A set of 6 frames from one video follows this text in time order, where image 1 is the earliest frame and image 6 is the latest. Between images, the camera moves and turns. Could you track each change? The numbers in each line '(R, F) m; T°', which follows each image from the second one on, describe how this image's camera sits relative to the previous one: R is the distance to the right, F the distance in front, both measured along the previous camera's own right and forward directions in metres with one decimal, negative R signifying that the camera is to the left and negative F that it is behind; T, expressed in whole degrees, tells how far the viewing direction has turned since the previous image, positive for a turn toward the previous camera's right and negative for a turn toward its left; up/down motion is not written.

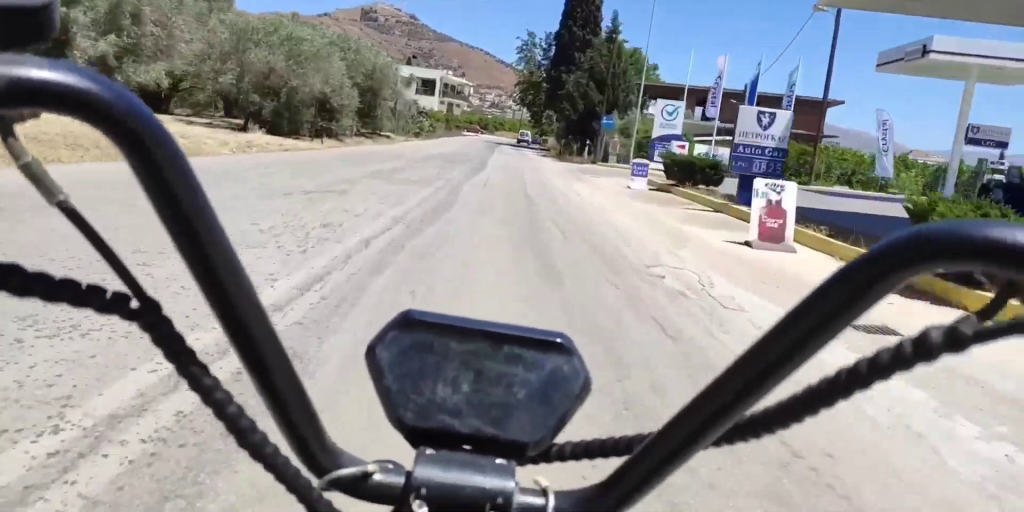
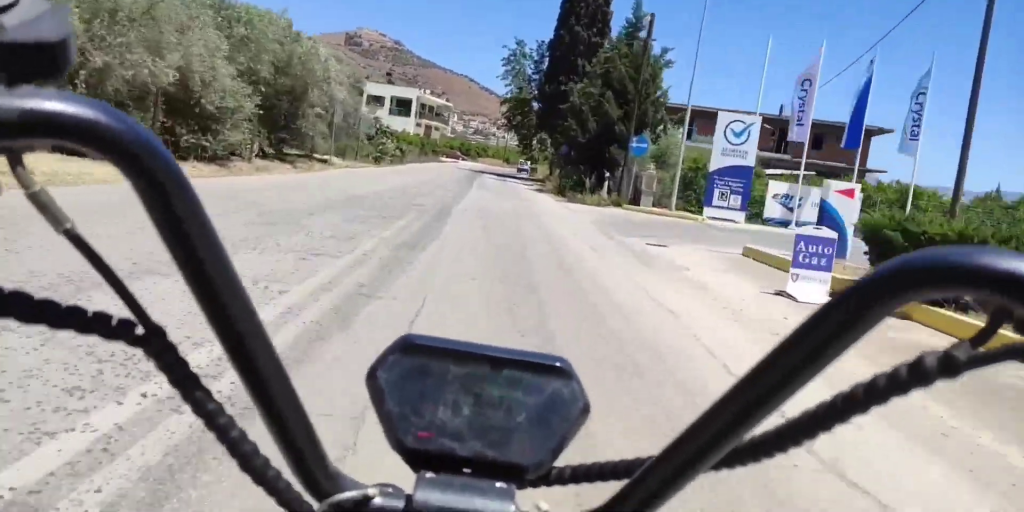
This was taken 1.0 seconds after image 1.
(+0.3, +12.8) m; +1°
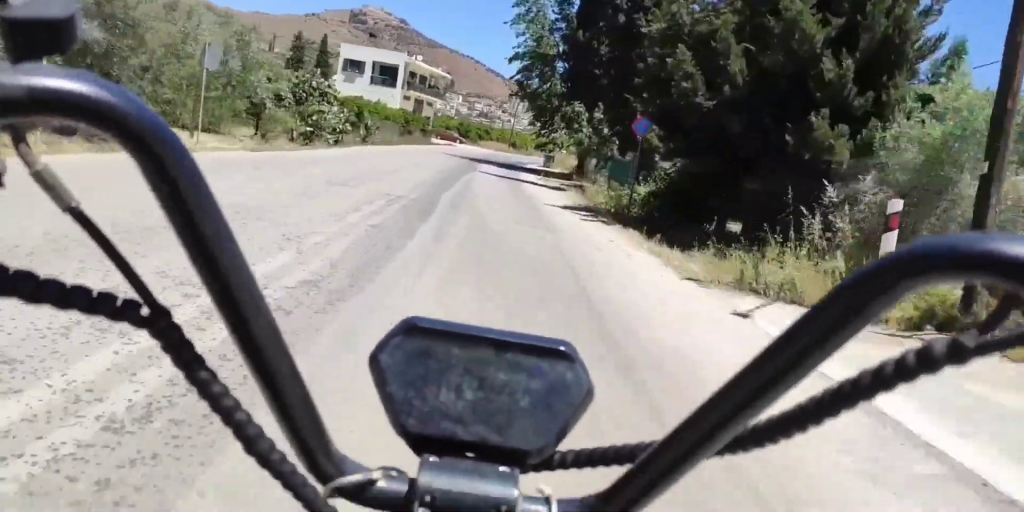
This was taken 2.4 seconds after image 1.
(+0.3, +19.6) m; +1°
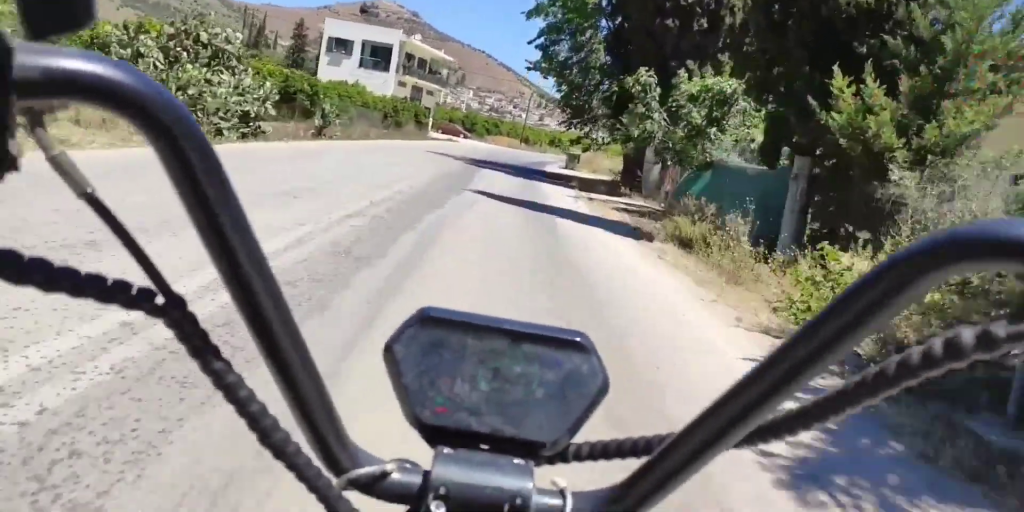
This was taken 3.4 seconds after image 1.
(-0.1, +14.3) m; -1°
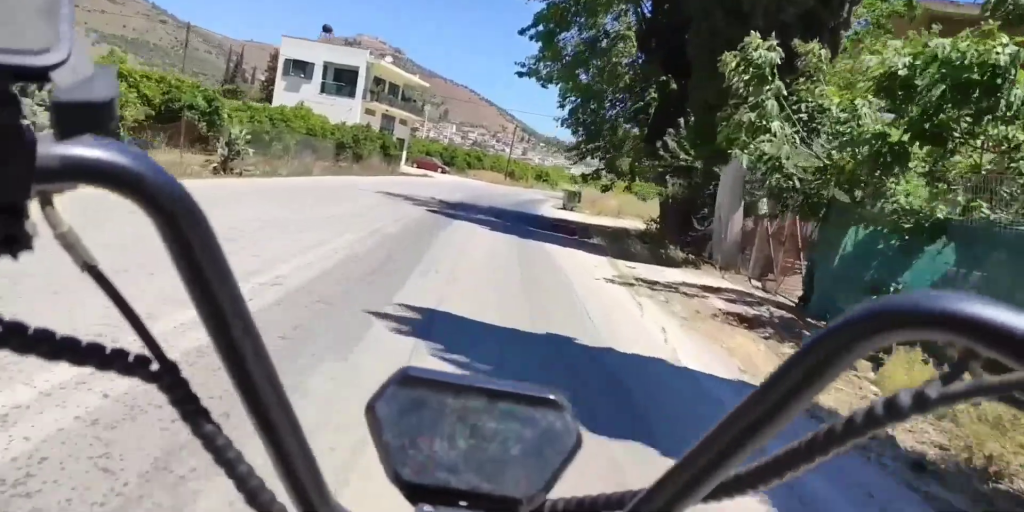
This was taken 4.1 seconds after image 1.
(-0.1, +9.3) m; -1°
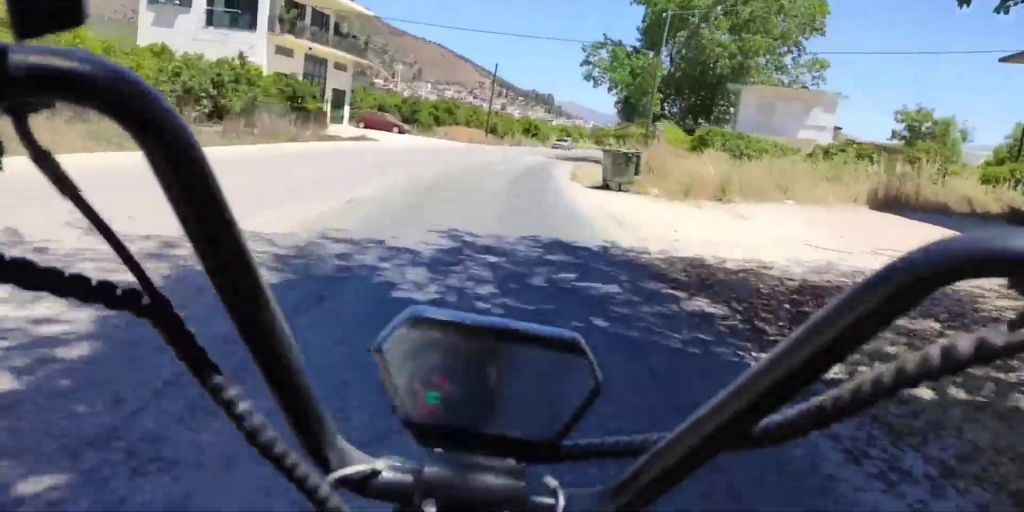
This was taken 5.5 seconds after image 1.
(0.0, +19.7) m; +3°
